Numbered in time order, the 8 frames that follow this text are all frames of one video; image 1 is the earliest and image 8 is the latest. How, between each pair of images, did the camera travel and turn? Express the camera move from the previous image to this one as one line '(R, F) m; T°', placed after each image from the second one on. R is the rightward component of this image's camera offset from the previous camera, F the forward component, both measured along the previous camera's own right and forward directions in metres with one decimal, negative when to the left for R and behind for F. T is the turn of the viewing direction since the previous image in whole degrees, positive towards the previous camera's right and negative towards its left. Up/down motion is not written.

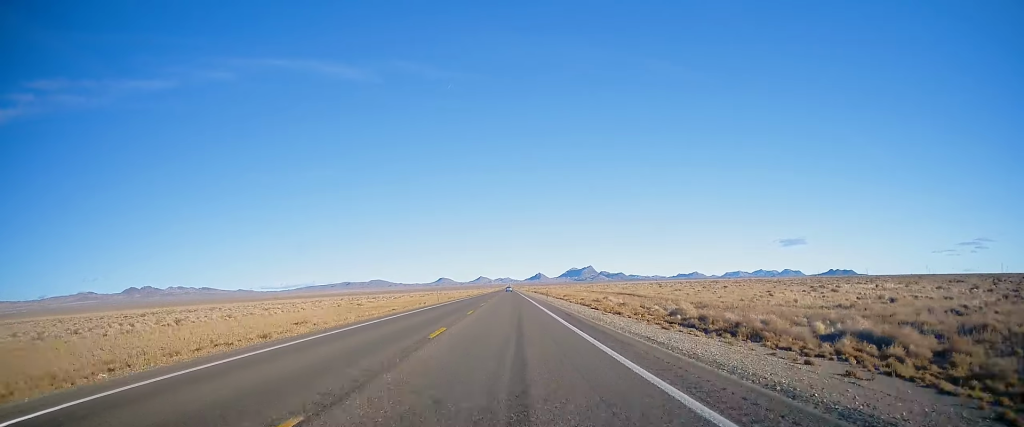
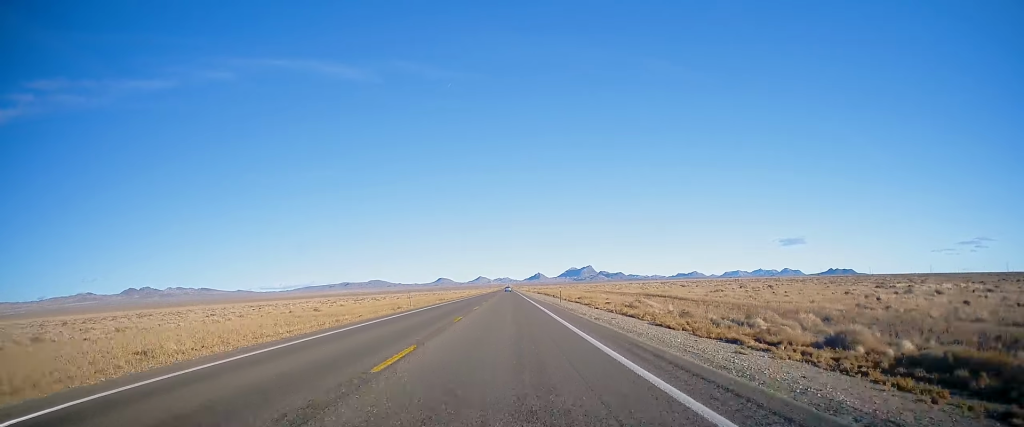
(+0.1, +17.9) m; 0°
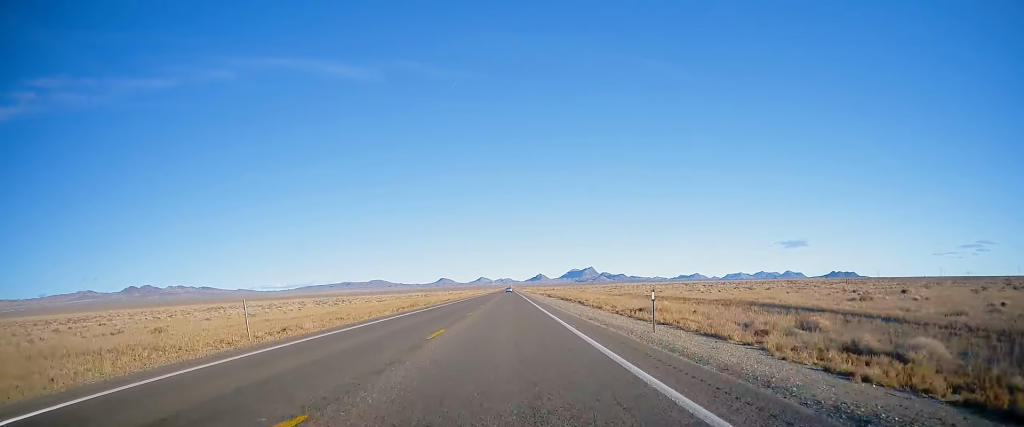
(-0.2, +30.5) m; 0°
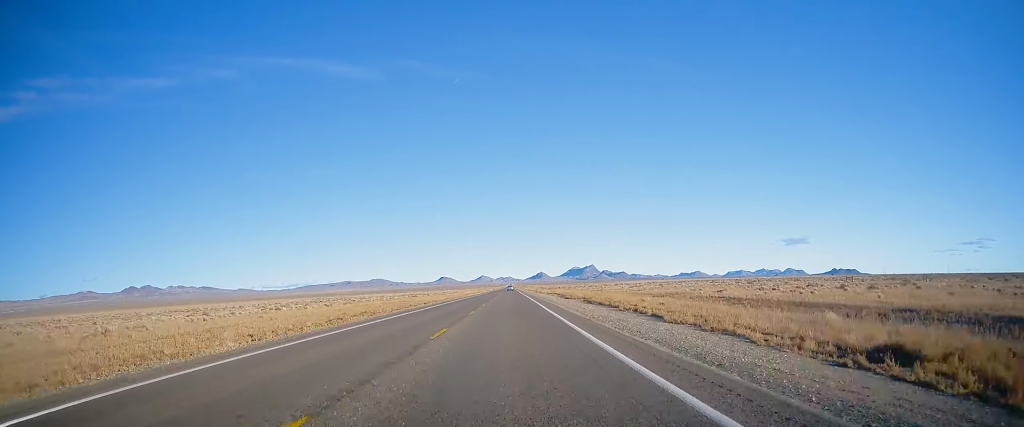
(-0.3, +24.3) m; 0°
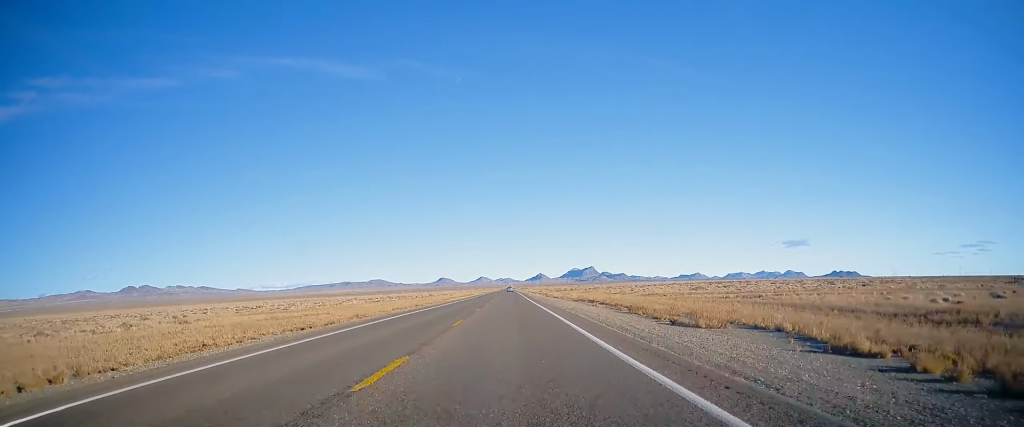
(+0.6, +43.4) m; 0°
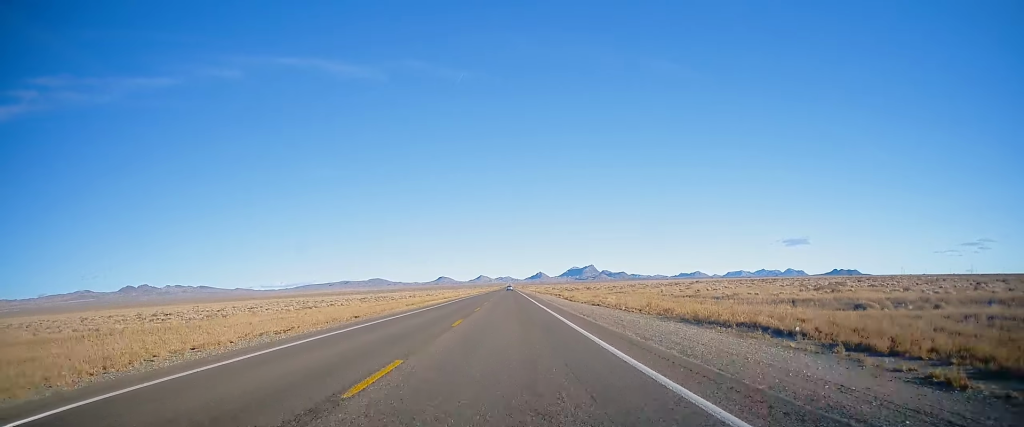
(-0.3, +37.0) m; 0°
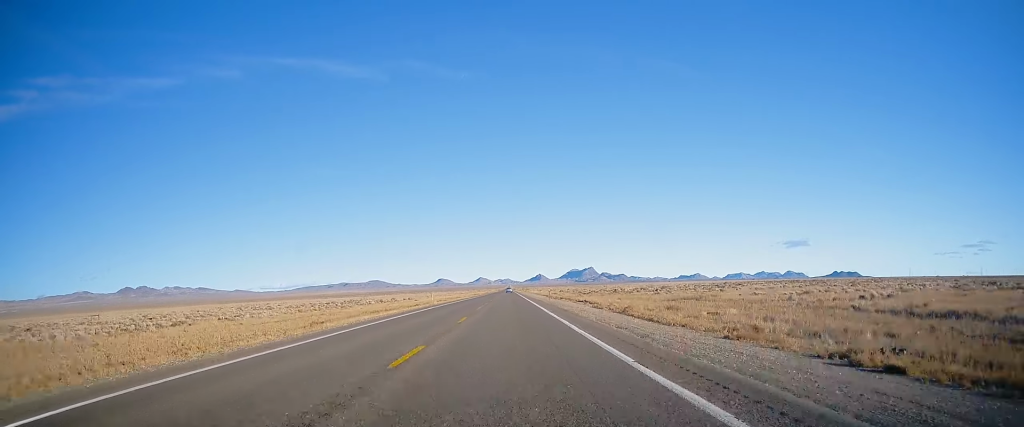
(+0.3, +33.9) m; +1°
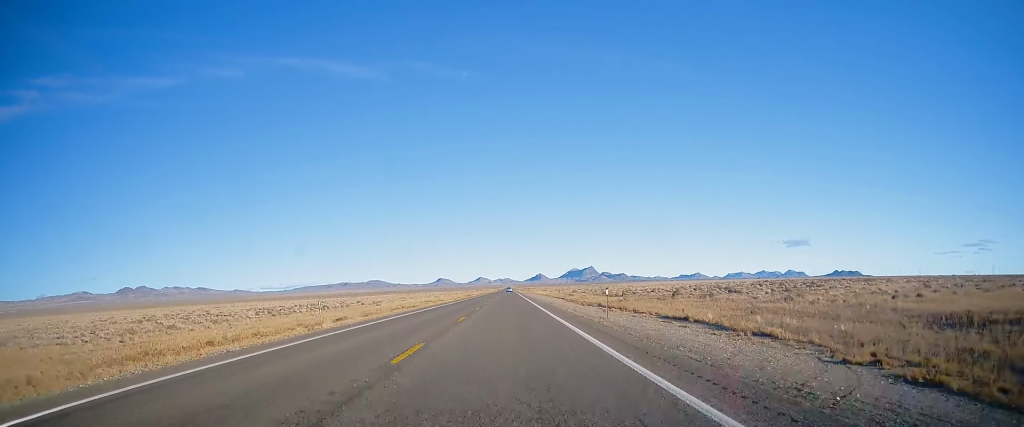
(+0.1, +36.1) m; 0°
